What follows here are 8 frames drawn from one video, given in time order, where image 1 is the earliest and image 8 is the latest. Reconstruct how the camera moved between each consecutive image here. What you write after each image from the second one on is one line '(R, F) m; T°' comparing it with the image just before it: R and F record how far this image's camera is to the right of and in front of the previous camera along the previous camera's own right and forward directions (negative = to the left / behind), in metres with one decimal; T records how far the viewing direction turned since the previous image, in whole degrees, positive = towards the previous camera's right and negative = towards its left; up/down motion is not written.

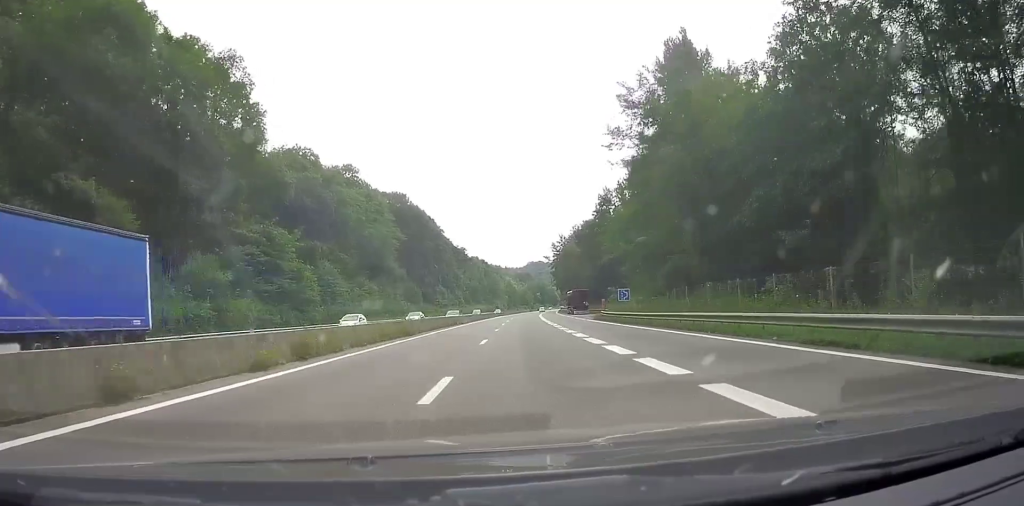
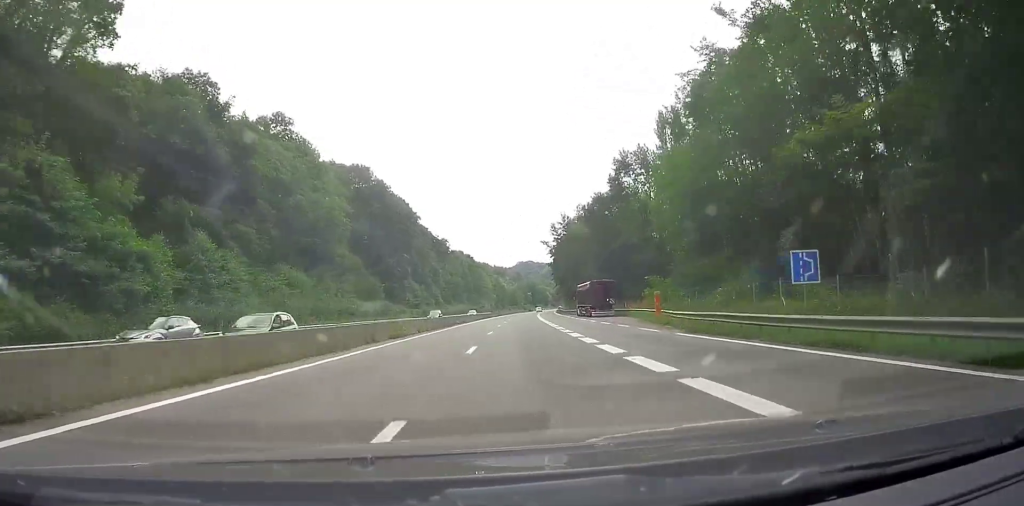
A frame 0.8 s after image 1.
(+0.2, +30.1) m; +1°
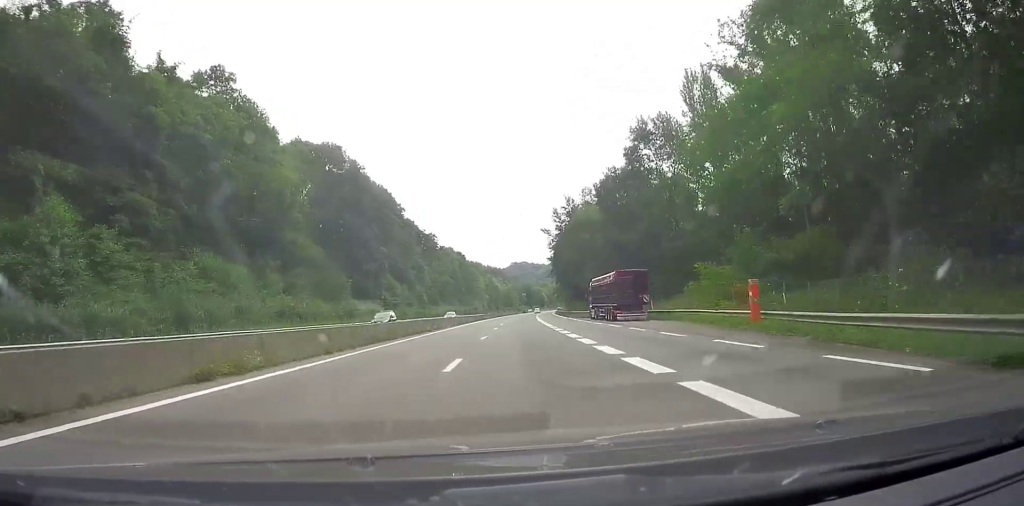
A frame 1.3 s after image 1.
(+0.2, +17.5) m; +1°
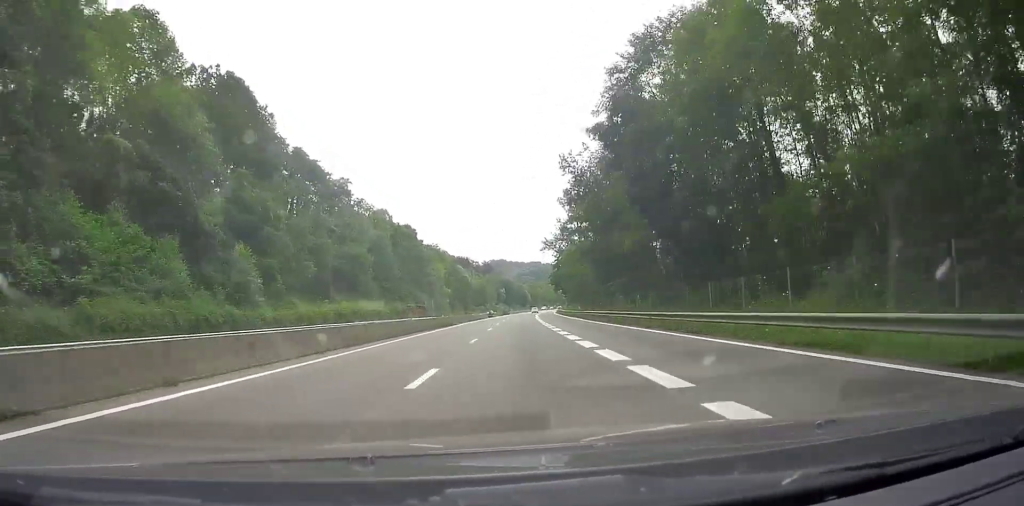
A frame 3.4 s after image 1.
(+1.6, +80.1) m; +2°
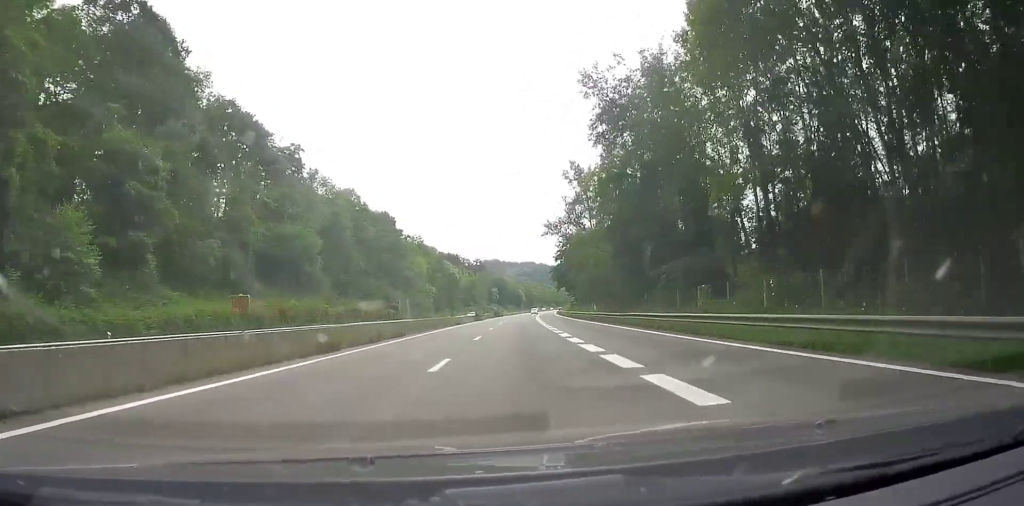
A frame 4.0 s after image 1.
(+0.2, +23.2) m; 0°
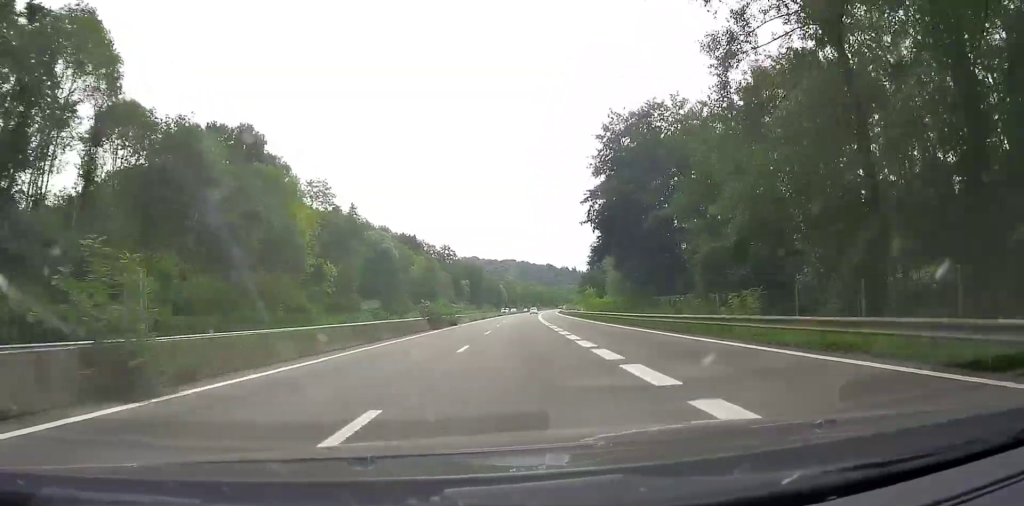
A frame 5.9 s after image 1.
(+0.9, +72.3) m; +2°
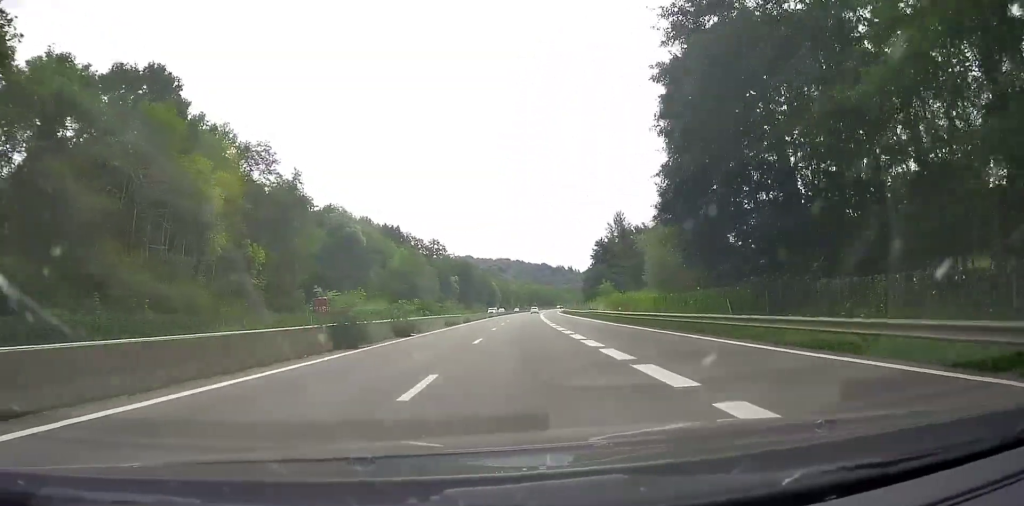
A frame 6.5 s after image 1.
(+0.1, +22.0) m; +1°
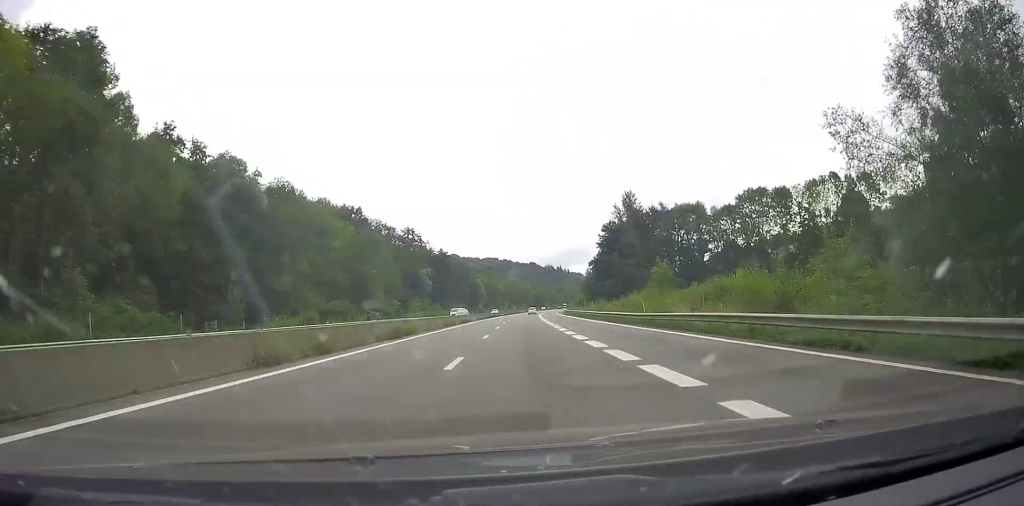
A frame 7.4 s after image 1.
(+0.2, +34.5) m; +1°
